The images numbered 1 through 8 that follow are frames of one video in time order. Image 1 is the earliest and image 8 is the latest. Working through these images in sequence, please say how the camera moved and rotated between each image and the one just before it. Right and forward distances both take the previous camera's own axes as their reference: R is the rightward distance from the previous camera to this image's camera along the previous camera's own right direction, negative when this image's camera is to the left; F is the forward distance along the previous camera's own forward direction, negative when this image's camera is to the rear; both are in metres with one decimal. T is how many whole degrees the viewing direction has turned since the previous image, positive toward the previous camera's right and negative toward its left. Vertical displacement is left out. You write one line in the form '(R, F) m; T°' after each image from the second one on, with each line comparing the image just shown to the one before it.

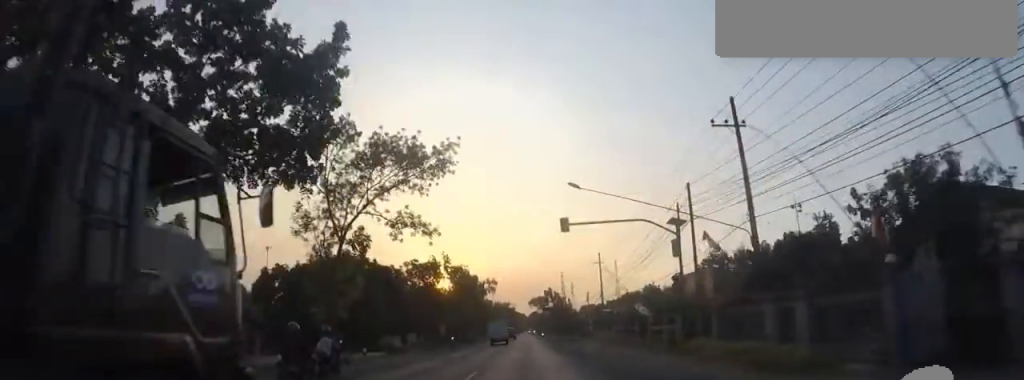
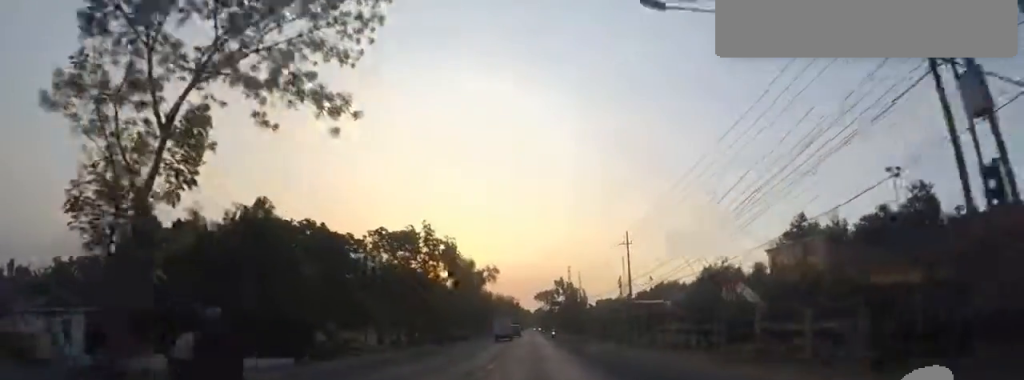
(-0.3, +14.3) m; -2°
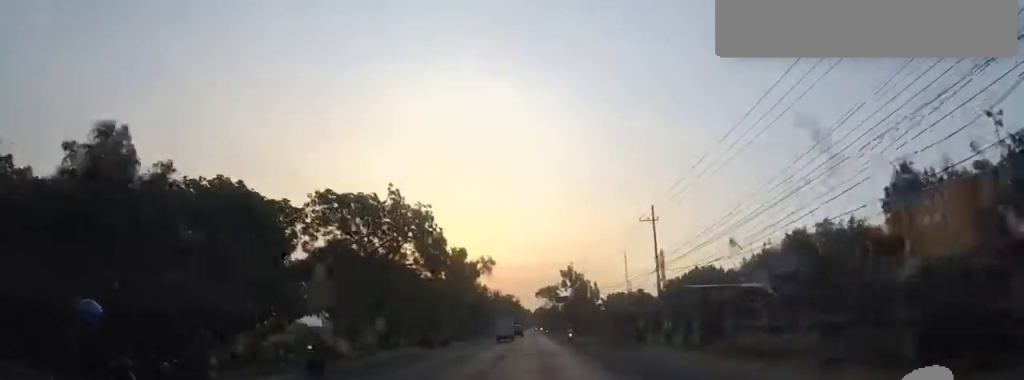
(-0.2, +10.9) m; +1°
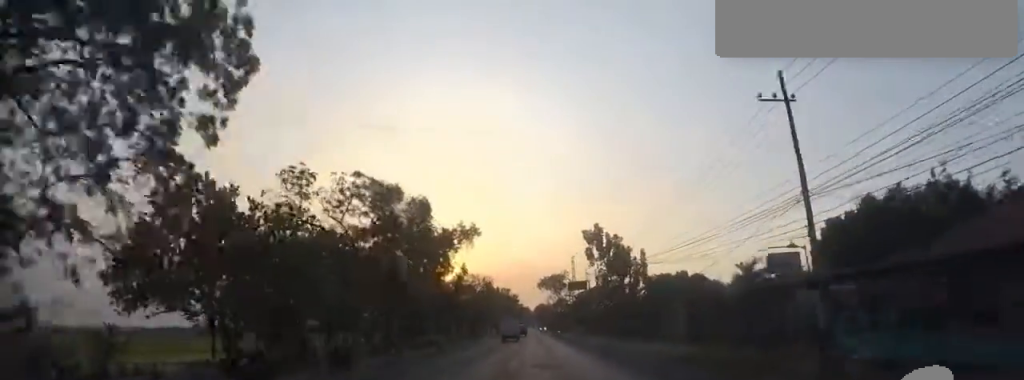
(+0.5, +23.4) m; +1°
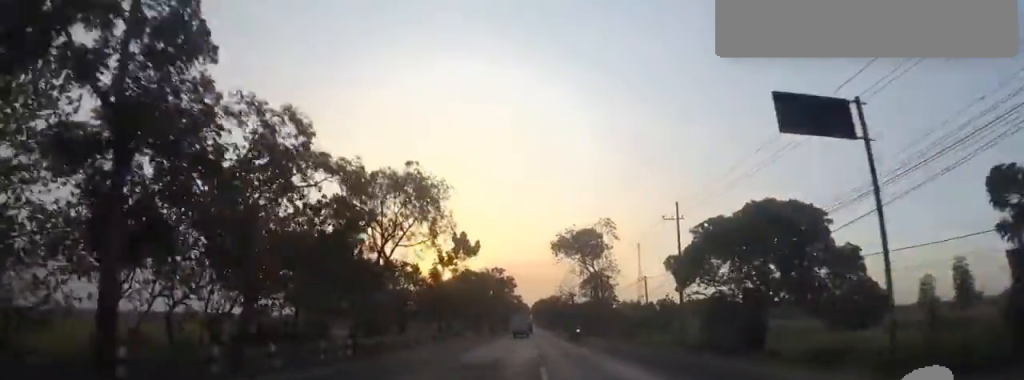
(-1.0, +44.2) m; -1°
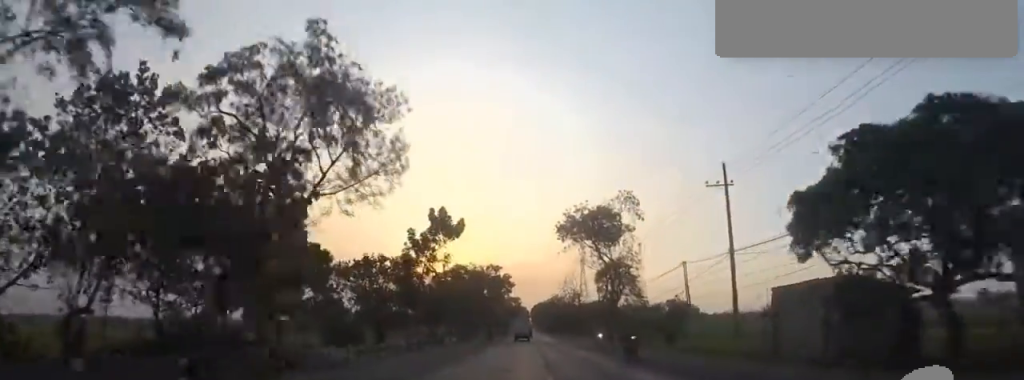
(0.0, +10.3) m; +1°
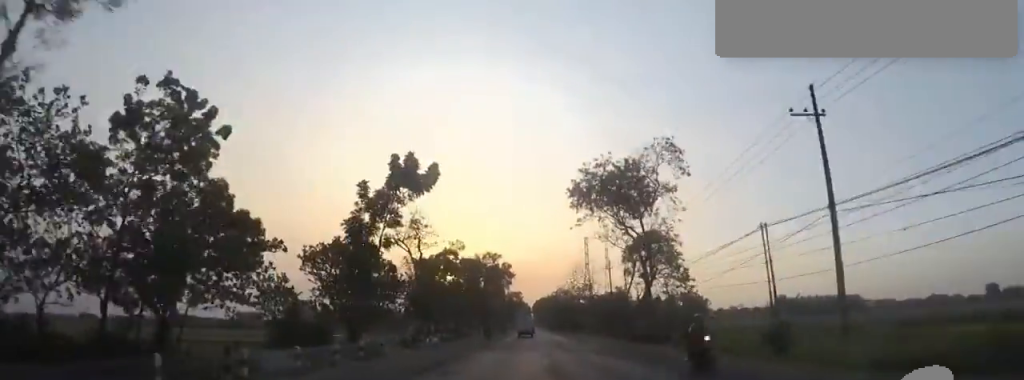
(+0.2, +10.6) m; 0°
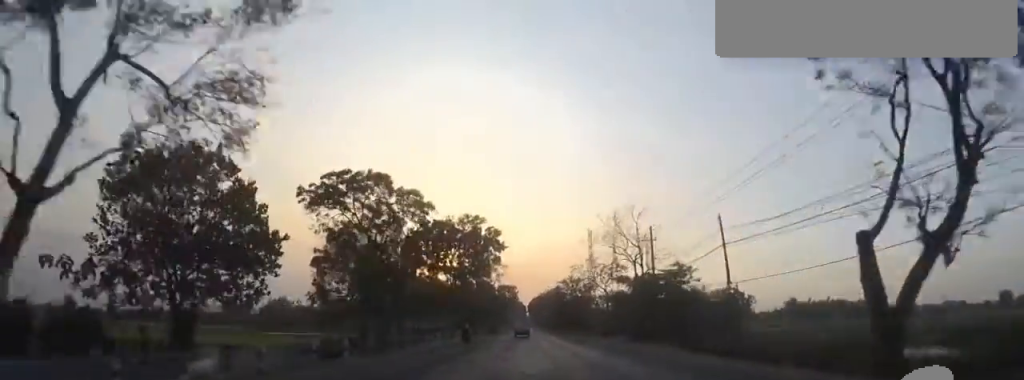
(+0.2, +26.2) m; +1°
